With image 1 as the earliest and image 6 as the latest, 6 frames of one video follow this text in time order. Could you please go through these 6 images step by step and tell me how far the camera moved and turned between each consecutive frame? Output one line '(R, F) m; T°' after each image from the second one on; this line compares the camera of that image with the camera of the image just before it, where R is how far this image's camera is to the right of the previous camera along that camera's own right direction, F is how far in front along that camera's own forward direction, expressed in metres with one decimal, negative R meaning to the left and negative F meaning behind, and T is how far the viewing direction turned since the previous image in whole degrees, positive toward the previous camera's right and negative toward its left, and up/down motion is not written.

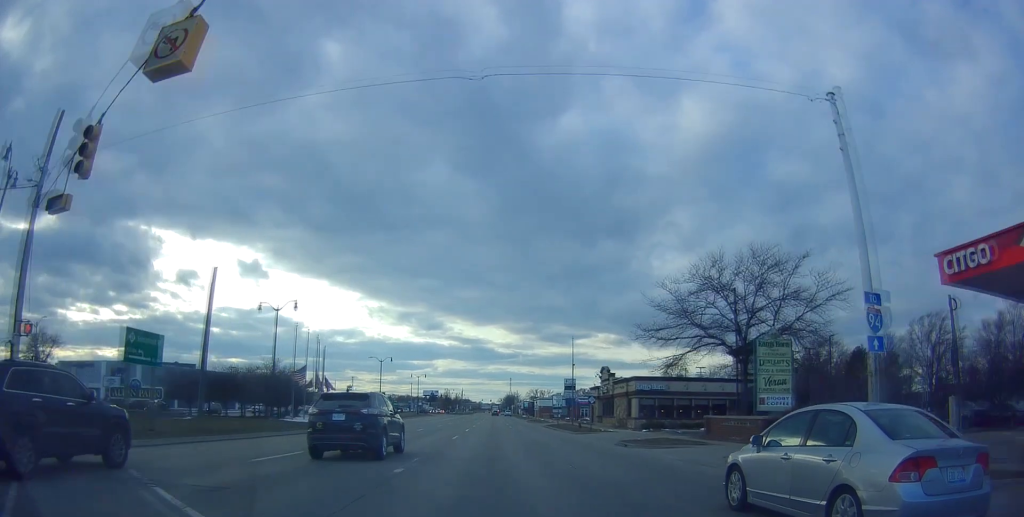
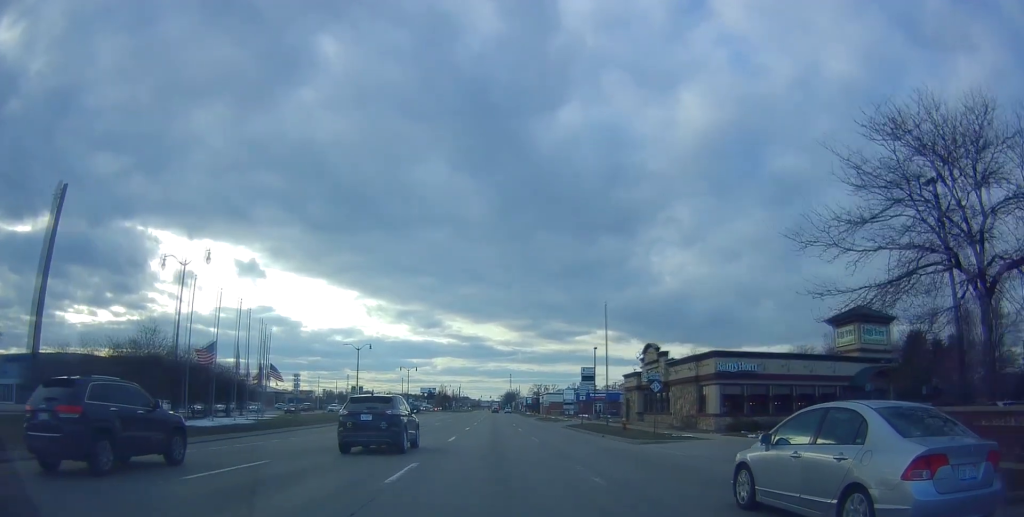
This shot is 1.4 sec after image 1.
(-0.1, +13.6) m; +1°
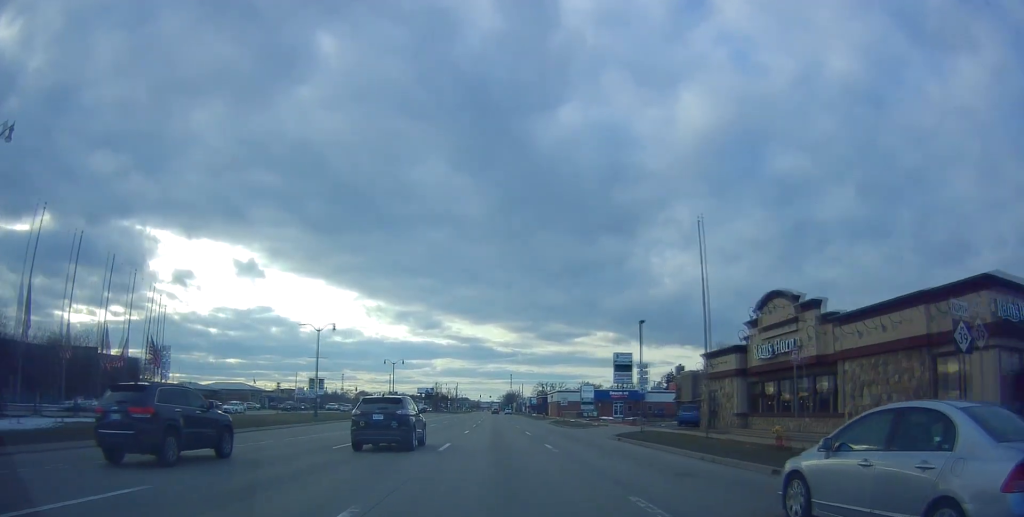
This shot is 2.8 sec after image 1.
(+0.7, +17.3) m; +5°
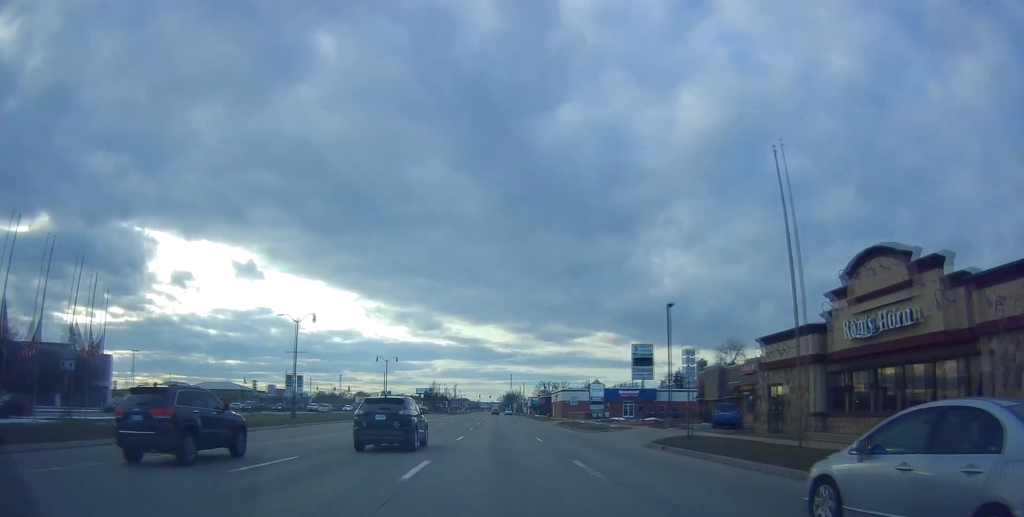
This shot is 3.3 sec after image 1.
(+0.2, +6.8) m; +1°
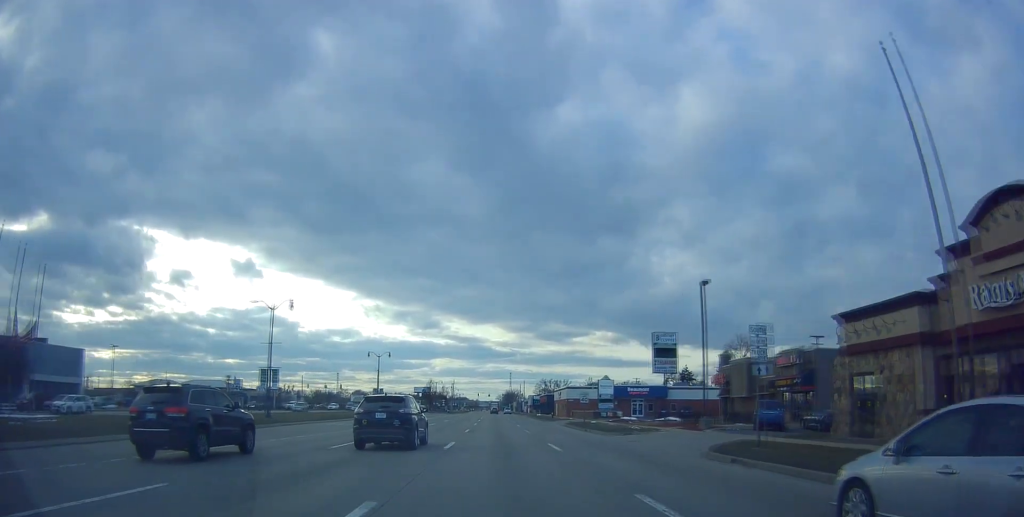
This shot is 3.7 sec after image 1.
(0.0, +6.0) m; +1°
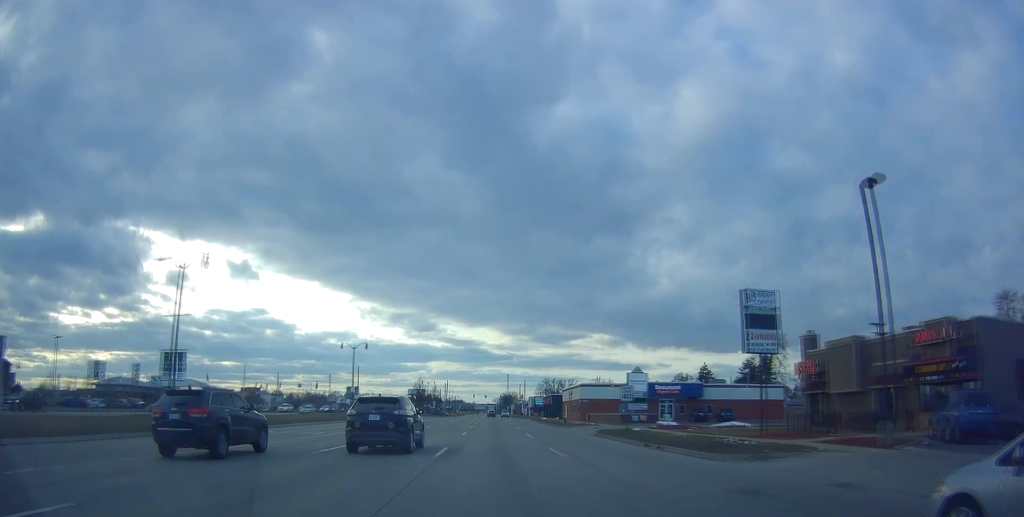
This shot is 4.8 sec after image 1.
(+0.1, +14.9) m; -1°
